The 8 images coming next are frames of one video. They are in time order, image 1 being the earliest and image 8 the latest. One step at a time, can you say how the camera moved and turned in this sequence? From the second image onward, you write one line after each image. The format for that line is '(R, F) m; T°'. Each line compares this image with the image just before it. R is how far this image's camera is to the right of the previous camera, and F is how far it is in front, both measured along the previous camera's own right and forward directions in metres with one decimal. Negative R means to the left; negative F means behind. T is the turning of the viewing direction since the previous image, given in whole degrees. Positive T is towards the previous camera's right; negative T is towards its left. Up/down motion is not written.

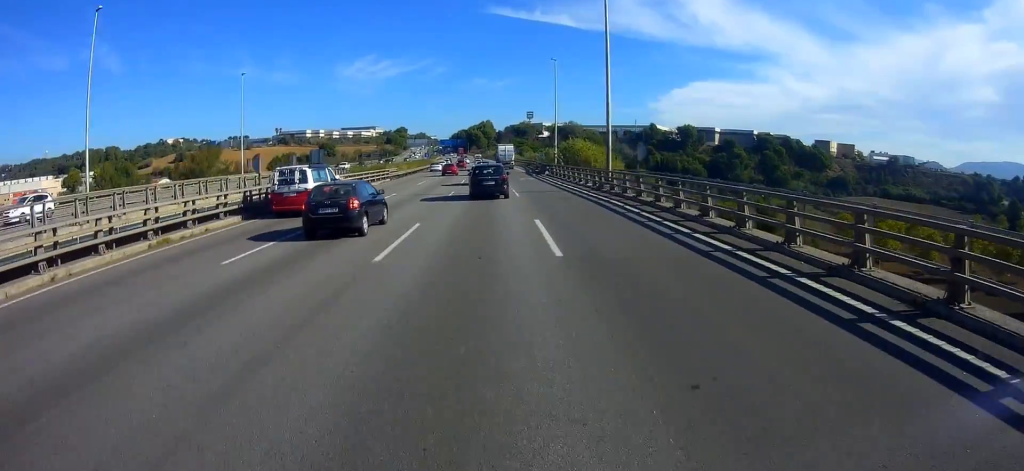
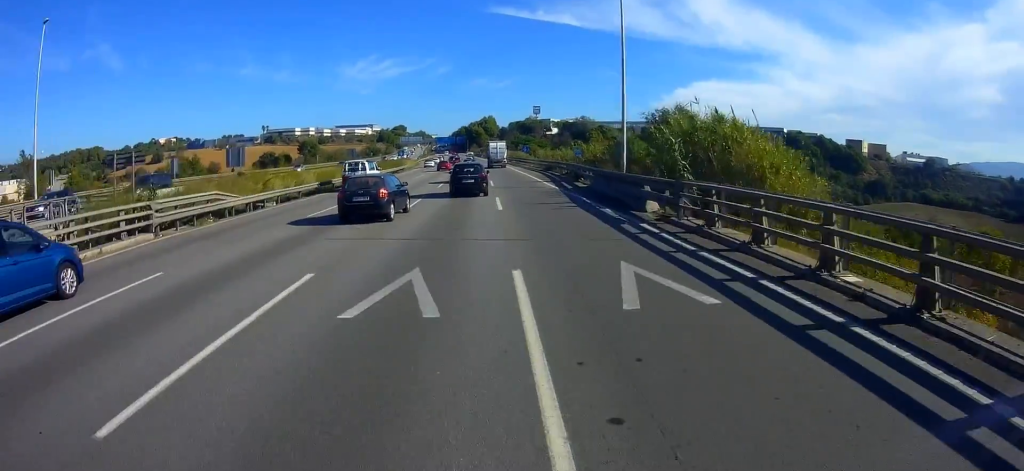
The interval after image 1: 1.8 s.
(+0.2, +40.0) m; 0°
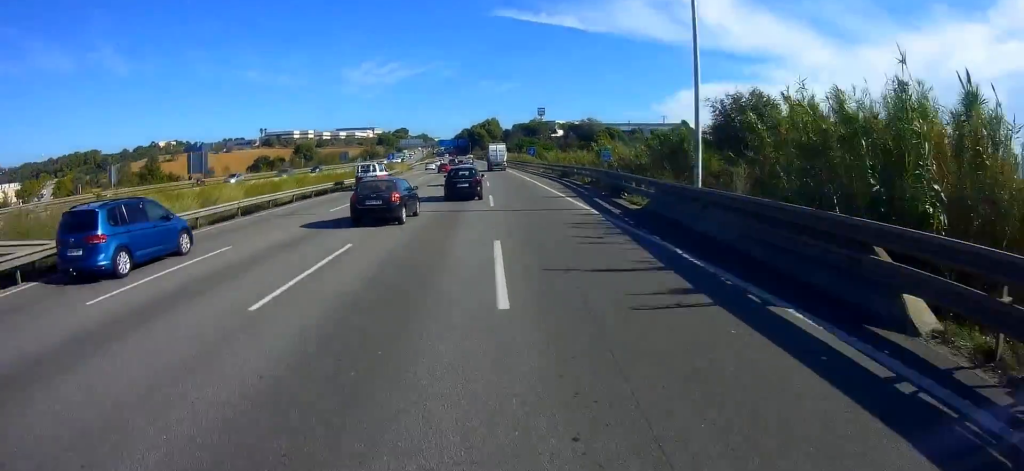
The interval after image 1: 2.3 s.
(-0.3, +12.8) m; -1°
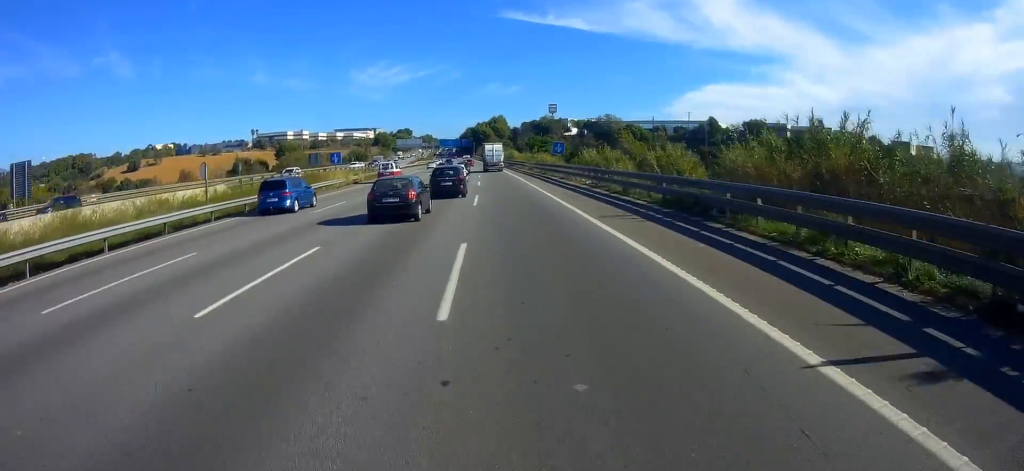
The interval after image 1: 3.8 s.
(+0.1, +33.6) m; 0°
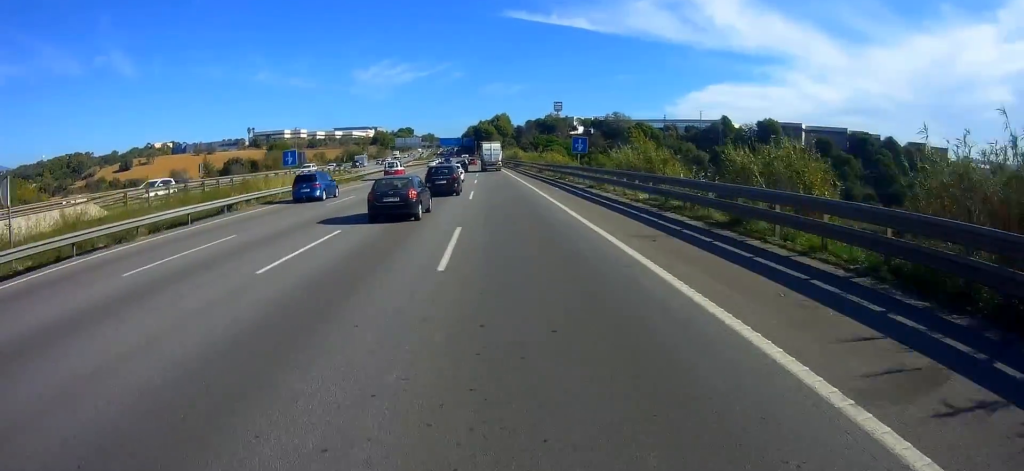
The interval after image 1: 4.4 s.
(-0.2, +13.7) m; 0°
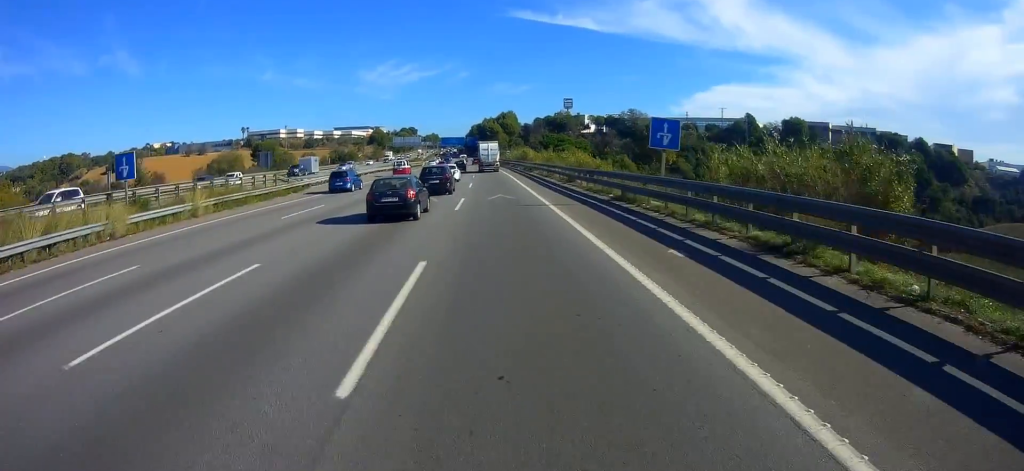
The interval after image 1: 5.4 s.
(+0.2, +22.0) m; 0°
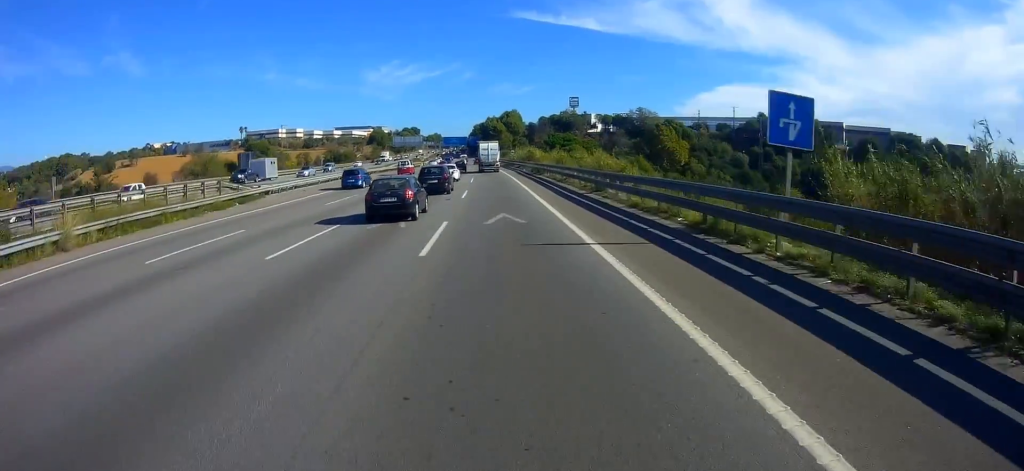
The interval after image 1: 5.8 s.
(-0.1, +10.3) m; -1°
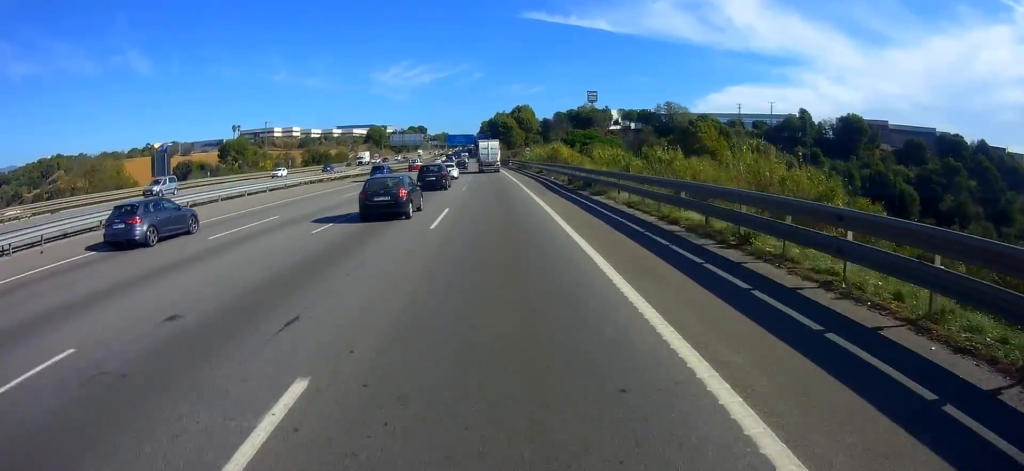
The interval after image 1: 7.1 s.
(-0.6, +30.6) m; -2°
